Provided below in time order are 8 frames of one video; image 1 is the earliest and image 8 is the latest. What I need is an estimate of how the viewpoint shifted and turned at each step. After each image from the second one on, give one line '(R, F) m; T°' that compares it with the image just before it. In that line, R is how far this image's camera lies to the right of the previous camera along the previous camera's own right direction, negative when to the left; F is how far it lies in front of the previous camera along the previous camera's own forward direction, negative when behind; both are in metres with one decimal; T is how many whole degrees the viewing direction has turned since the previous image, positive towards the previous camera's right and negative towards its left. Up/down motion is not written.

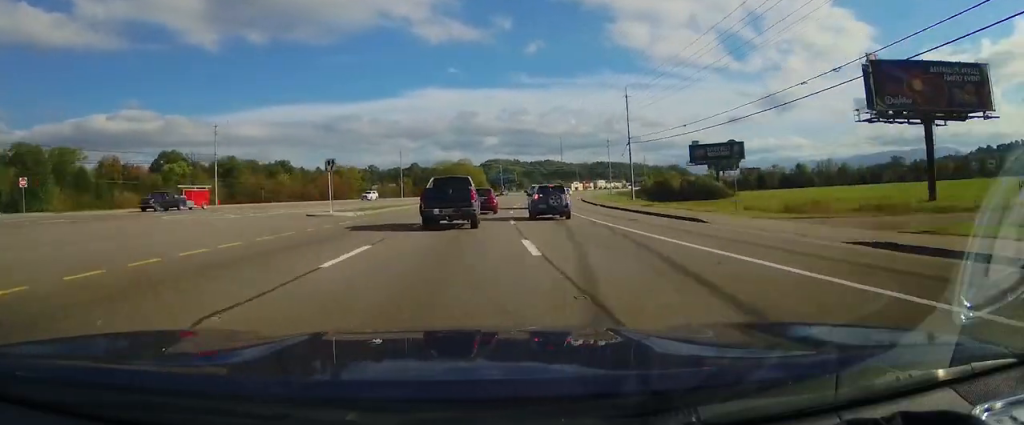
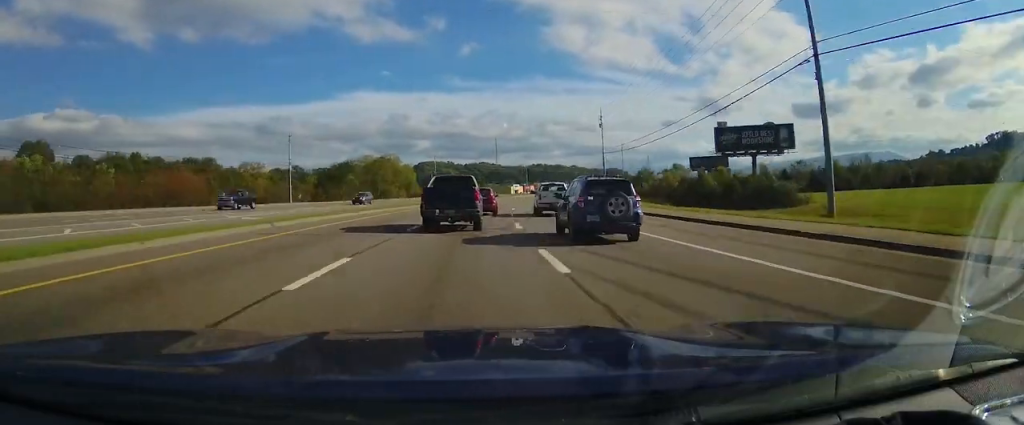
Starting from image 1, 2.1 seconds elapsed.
(+1.3, +51.2) m; +7°
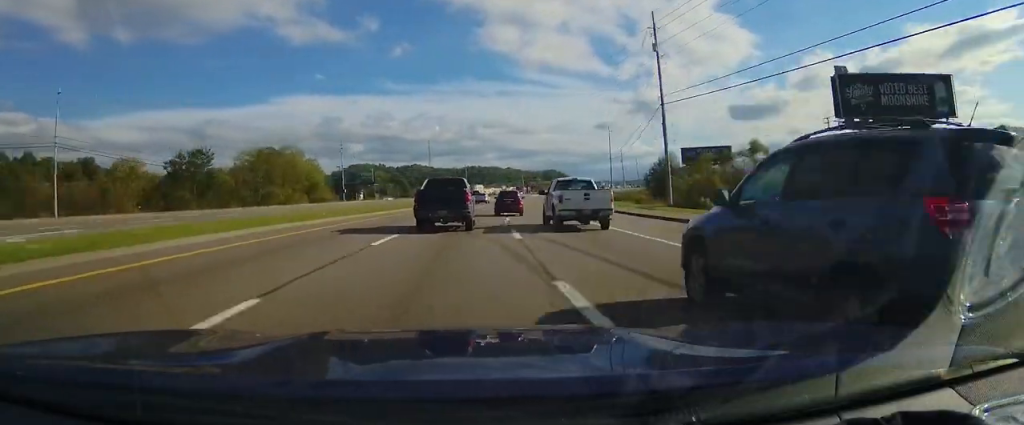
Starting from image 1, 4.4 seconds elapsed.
(+5.2, +53.2) m; +6°
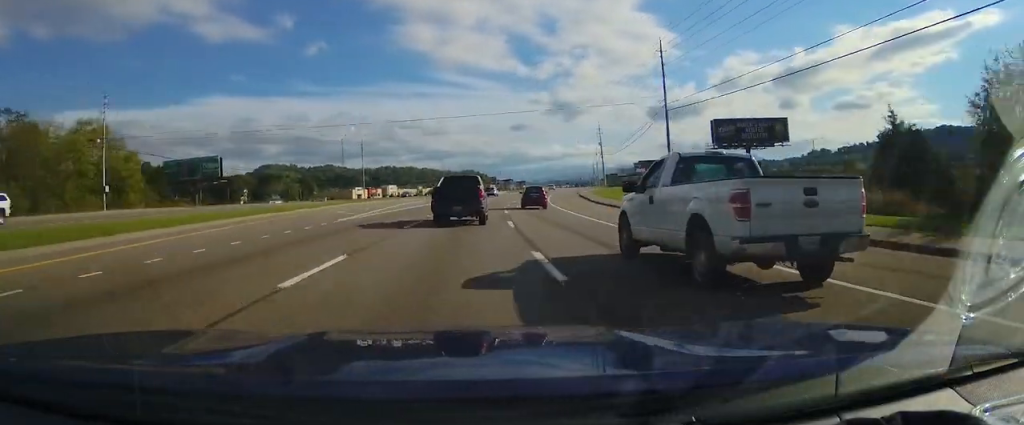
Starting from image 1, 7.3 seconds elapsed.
(+4.5, +68.2) m; +7°
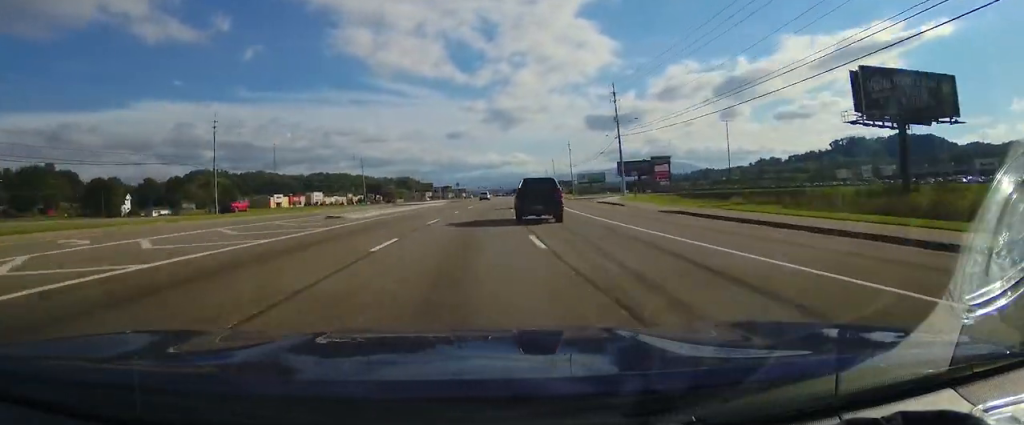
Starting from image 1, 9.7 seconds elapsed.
(+3.2, +55.0) m; +4°
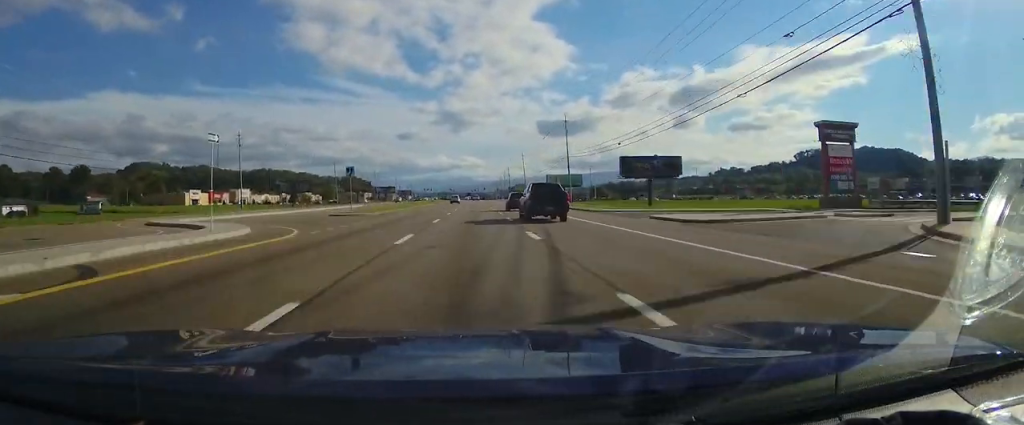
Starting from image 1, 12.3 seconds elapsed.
(+2.1, +55.1) m; +2°
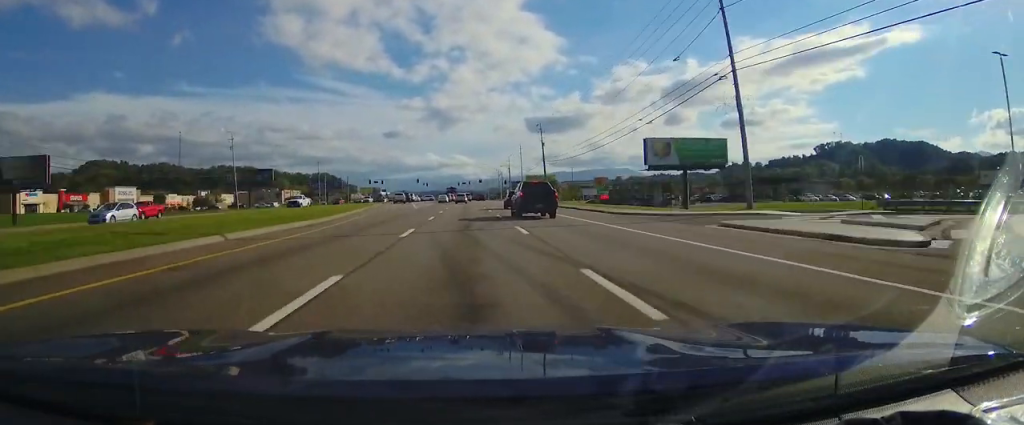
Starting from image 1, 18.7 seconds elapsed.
(+1.7, +122.8) m; +1°
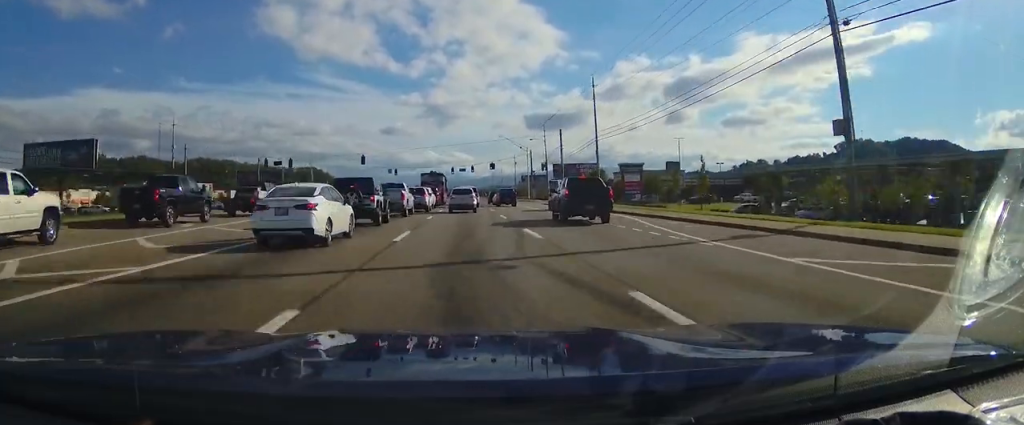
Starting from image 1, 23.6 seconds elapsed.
(+0.6, +67.5) m; 0°
